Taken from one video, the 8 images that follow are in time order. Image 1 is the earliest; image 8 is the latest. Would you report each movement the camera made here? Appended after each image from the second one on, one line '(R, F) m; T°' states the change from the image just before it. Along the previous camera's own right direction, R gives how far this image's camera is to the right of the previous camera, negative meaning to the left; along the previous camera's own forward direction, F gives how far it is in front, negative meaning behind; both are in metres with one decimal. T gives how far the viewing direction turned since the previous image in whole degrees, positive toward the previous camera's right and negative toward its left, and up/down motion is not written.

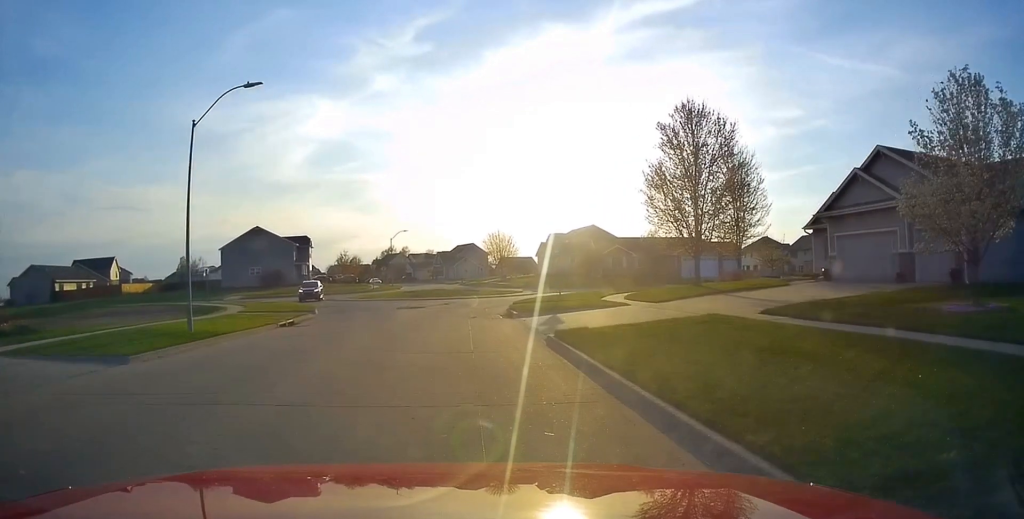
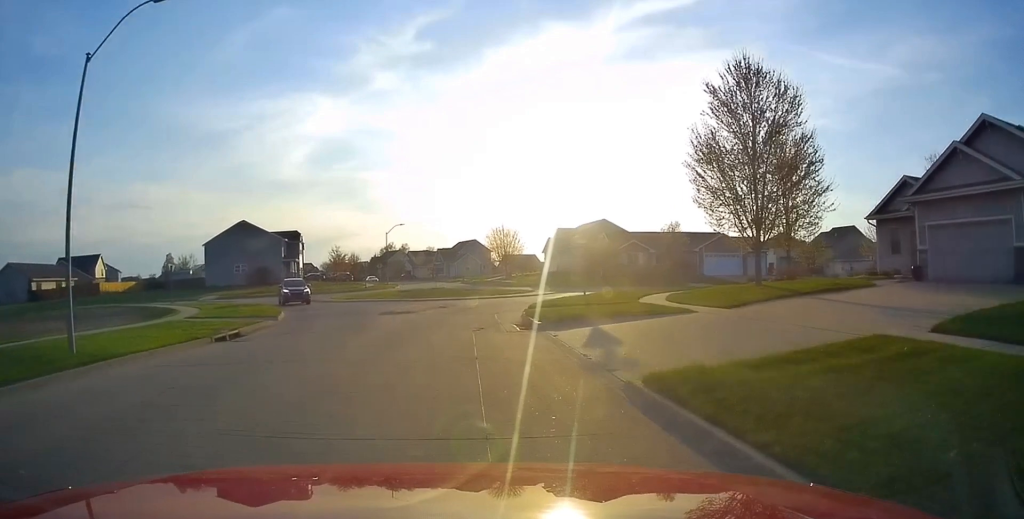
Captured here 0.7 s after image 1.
(0.0, +6.4) m; 0°
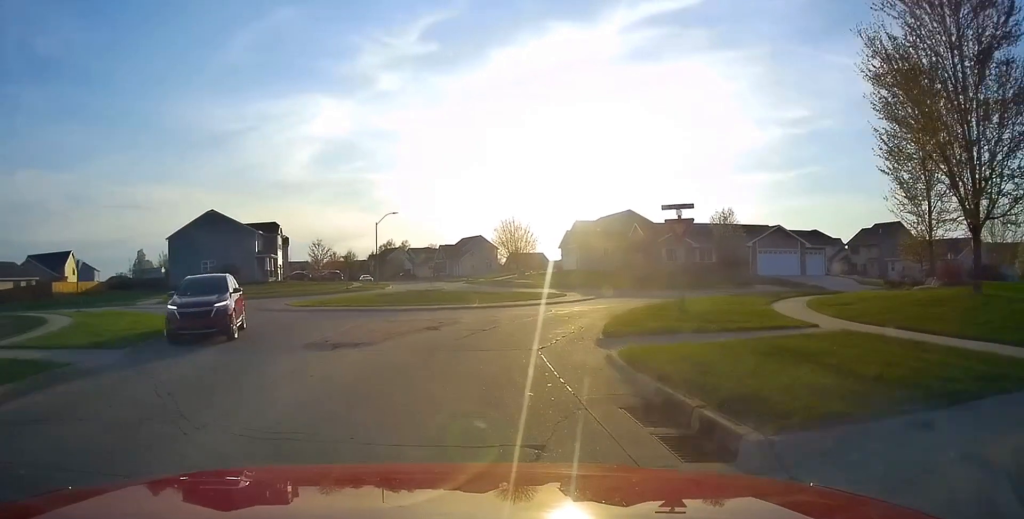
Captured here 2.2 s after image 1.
(0.0, +12.1) m; 0°
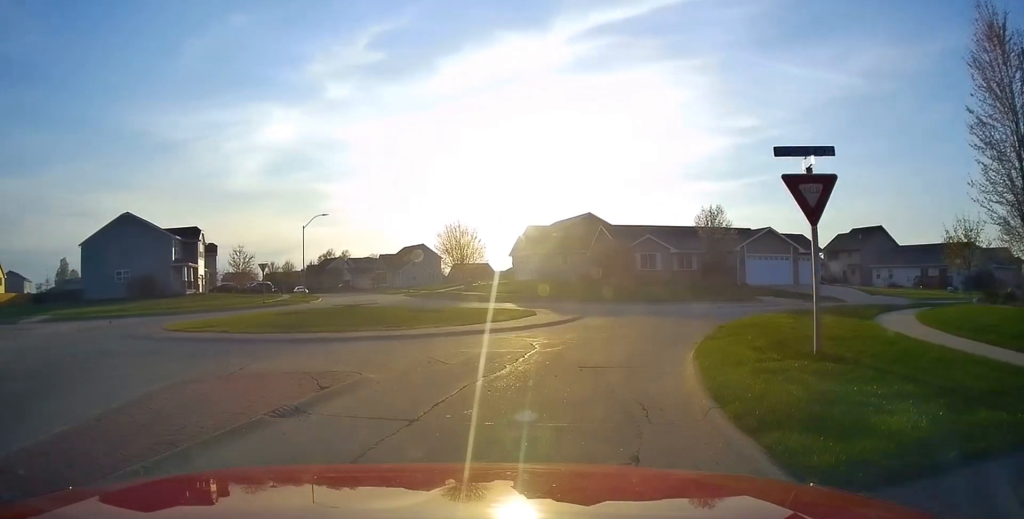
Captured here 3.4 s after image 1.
(+0.2, +8.3) m; +11°
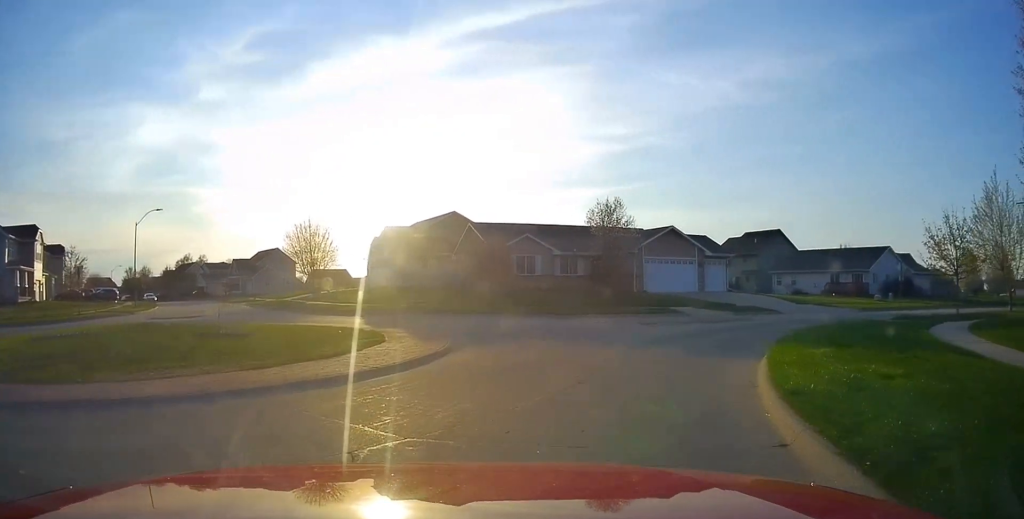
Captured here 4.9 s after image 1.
(+1.6, +8.2) m; +19°
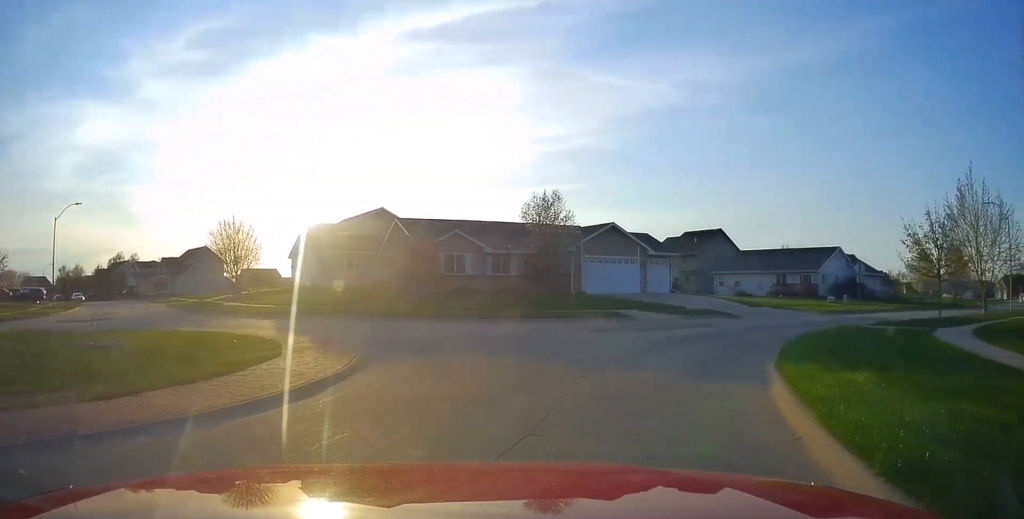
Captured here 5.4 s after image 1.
(-0.2, +3.1) m; +7°
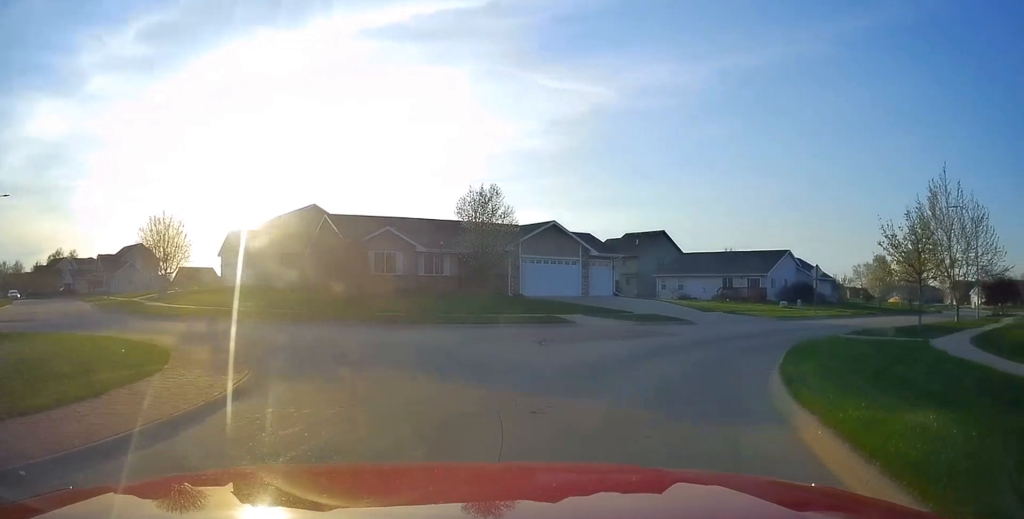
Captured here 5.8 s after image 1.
(+0.5, +2.6) m; +7°
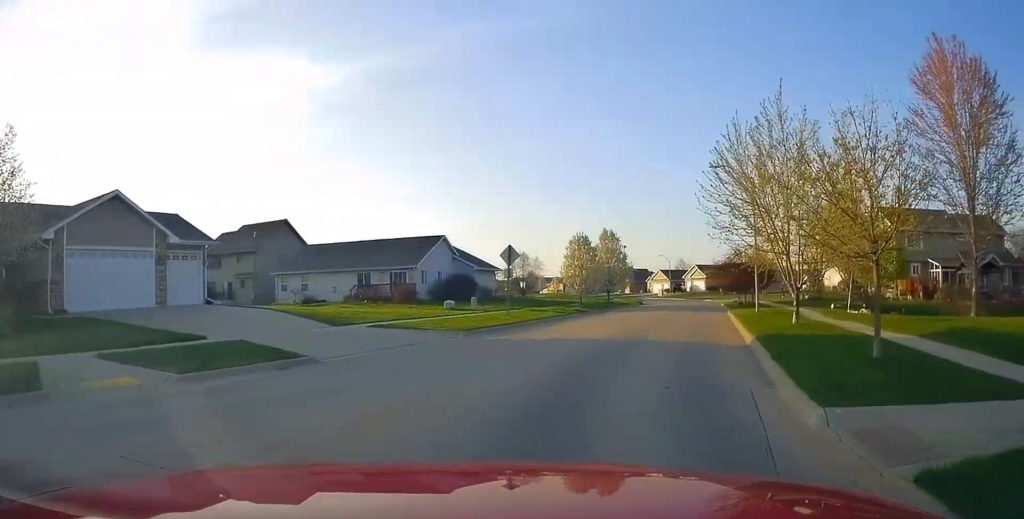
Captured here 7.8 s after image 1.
(+3.9, +14.1) m; +29°
